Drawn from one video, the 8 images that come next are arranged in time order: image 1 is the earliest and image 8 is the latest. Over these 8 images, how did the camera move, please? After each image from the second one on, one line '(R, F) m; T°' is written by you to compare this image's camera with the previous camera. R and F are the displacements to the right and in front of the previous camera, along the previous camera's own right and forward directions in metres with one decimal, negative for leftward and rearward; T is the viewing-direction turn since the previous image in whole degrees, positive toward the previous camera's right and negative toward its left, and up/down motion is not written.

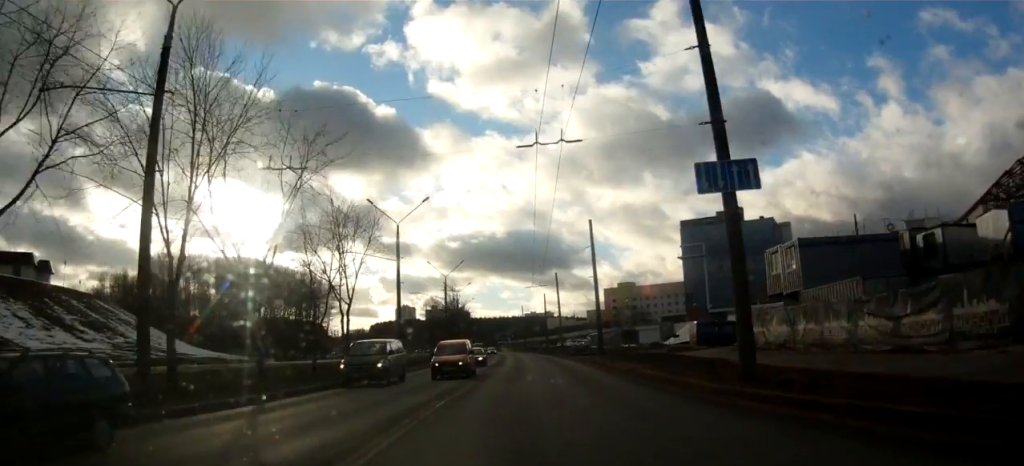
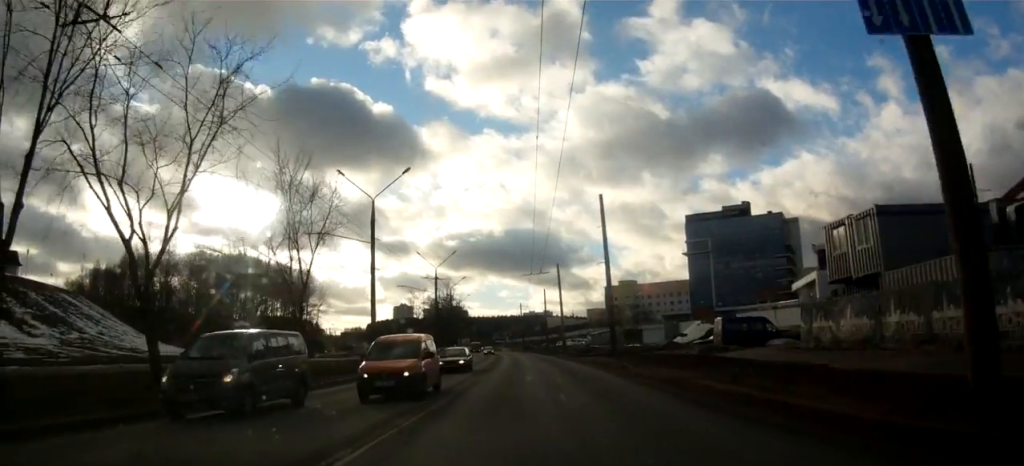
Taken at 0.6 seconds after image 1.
(-0.1, +7.3) m; 0°
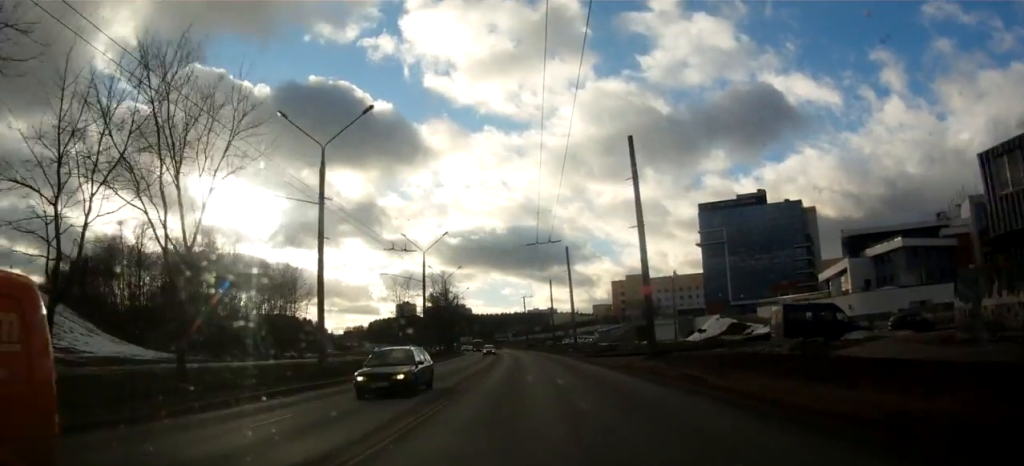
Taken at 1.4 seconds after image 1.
(+0.1, +10.7) m; -1°
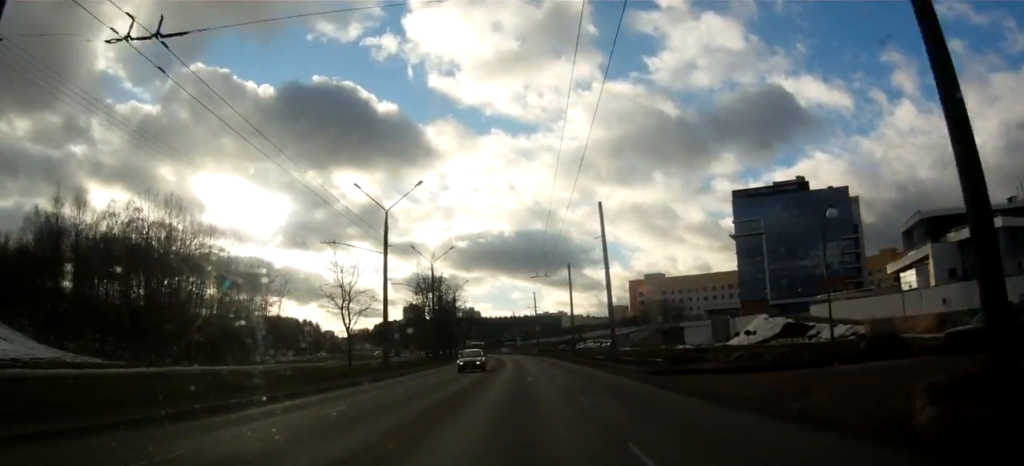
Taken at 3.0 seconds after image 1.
(-0.3, +21.0) m; 0°
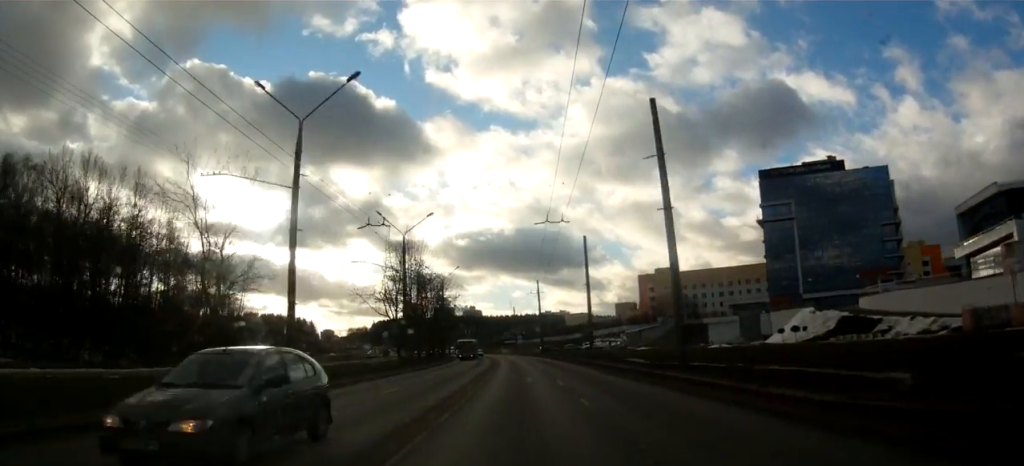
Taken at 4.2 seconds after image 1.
(+0.4, +16.9) m; 0°
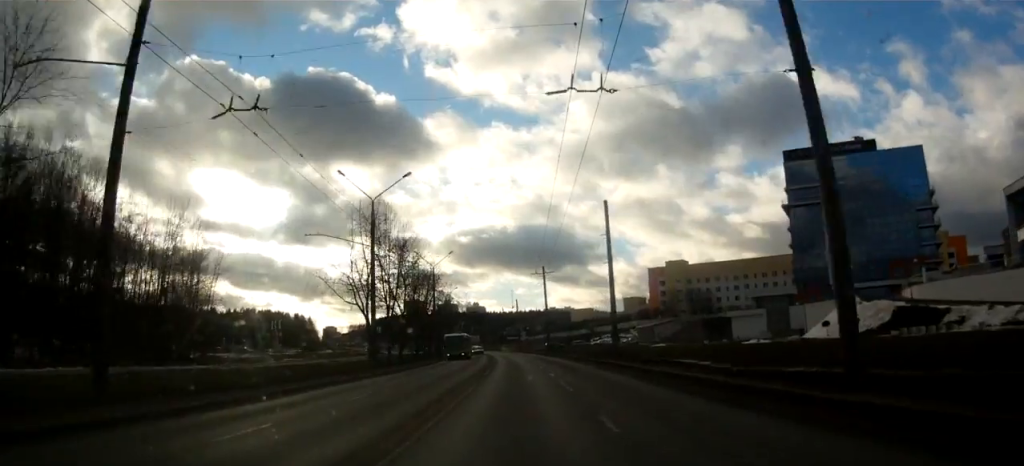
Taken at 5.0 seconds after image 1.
(-0.2, +11.6) m; -1°
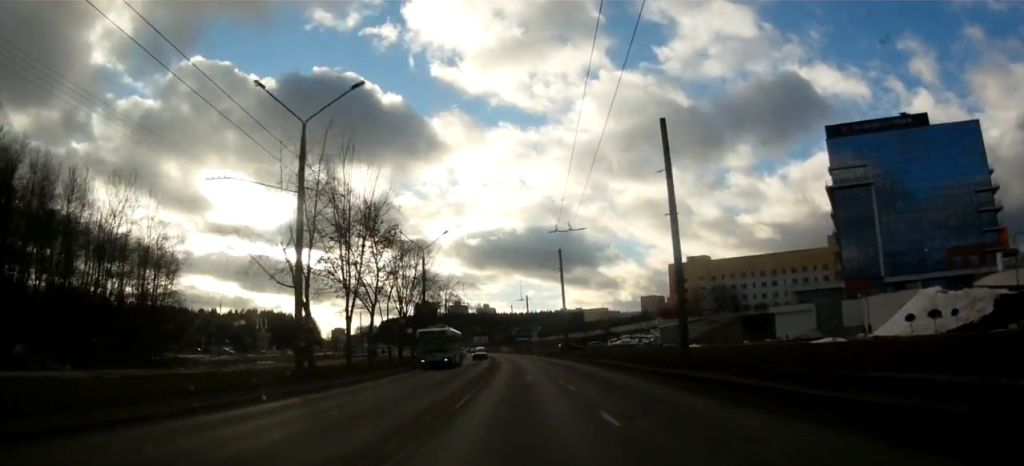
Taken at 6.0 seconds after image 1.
(0.0, +14.7) m; -1°
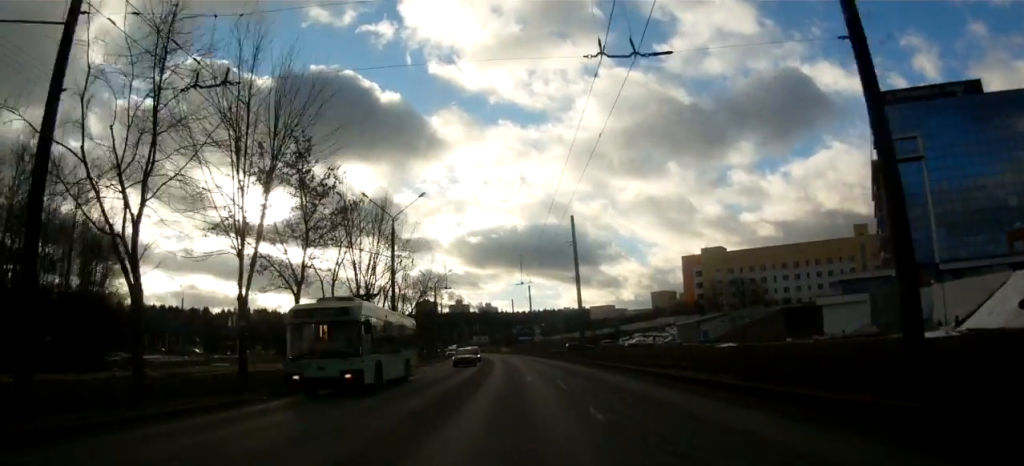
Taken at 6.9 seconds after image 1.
(-0.1, +15.1) m; 0°
